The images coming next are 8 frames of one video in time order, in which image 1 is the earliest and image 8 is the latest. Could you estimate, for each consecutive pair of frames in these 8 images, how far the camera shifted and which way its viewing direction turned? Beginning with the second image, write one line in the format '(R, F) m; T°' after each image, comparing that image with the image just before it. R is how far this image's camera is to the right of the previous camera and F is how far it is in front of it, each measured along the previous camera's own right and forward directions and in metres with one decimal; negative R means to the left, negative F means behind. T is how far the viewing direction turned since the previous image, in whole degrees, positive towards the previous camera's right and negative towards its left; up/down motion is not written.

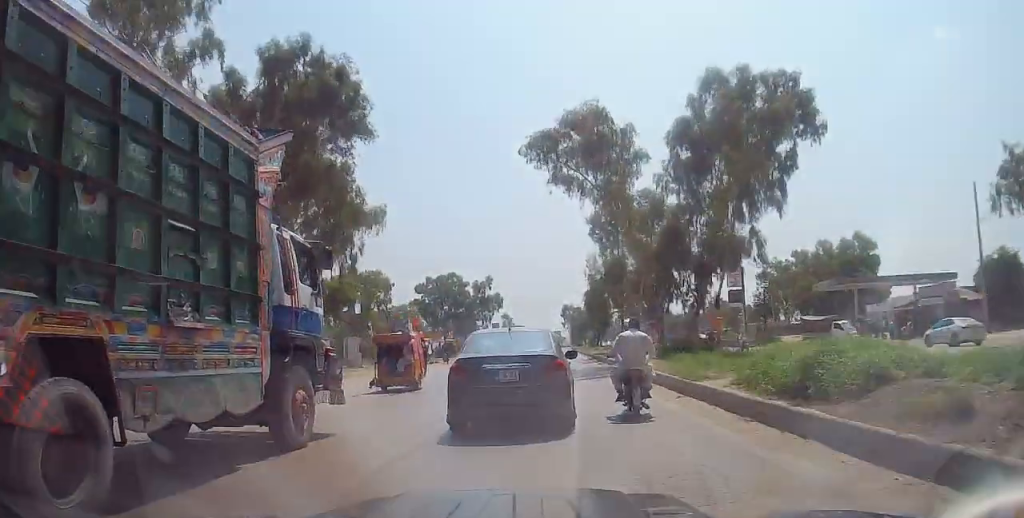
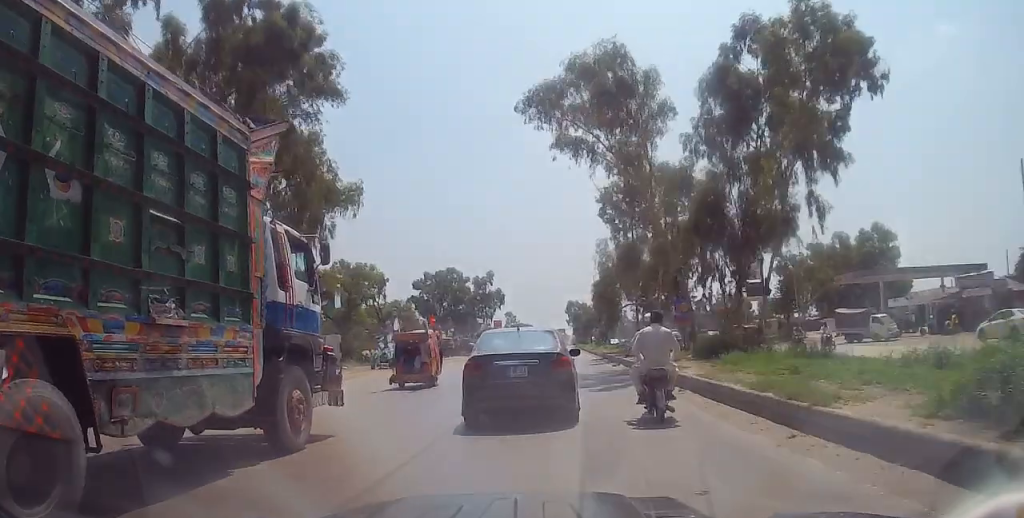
(-0.2, +5.8) m; -1°
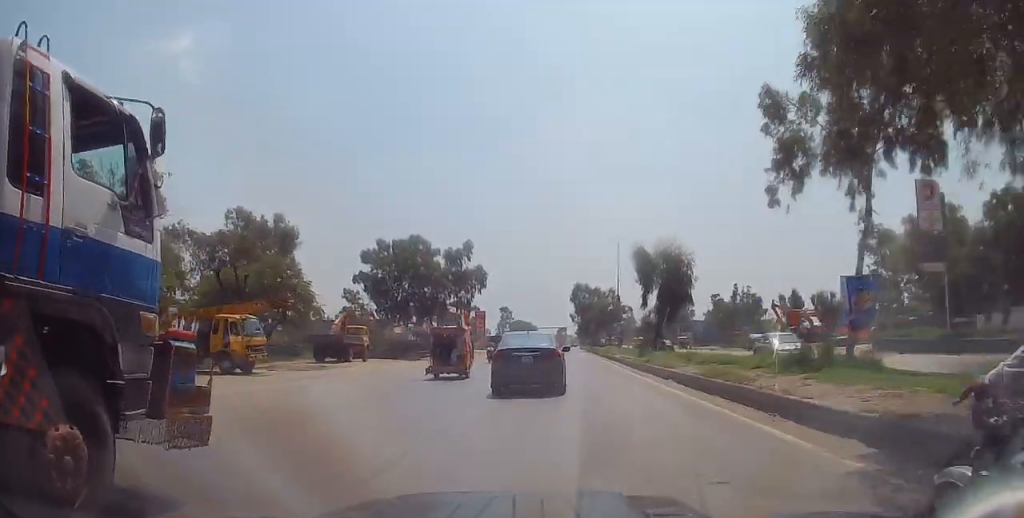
(0.0, +35.1) m; 0°
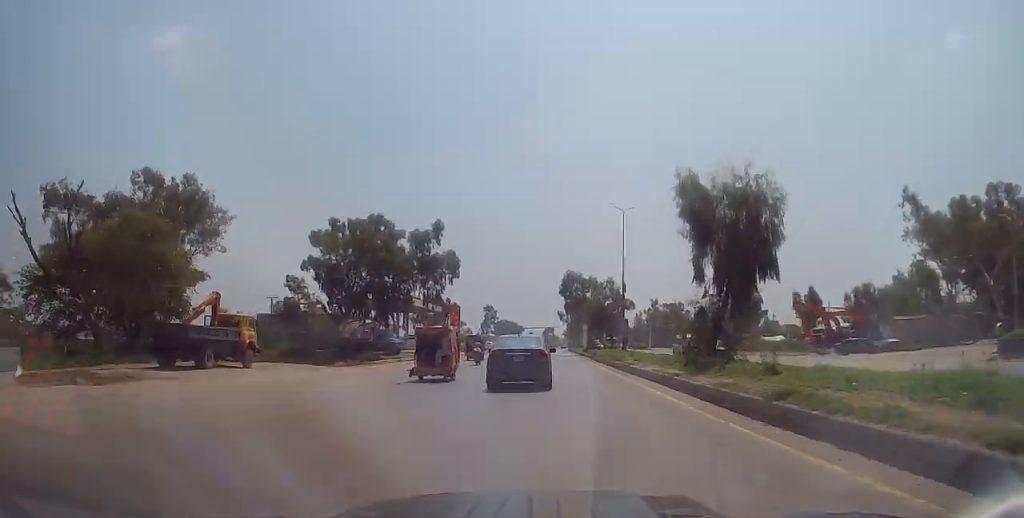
(-0.3, +14.9) m; +1°
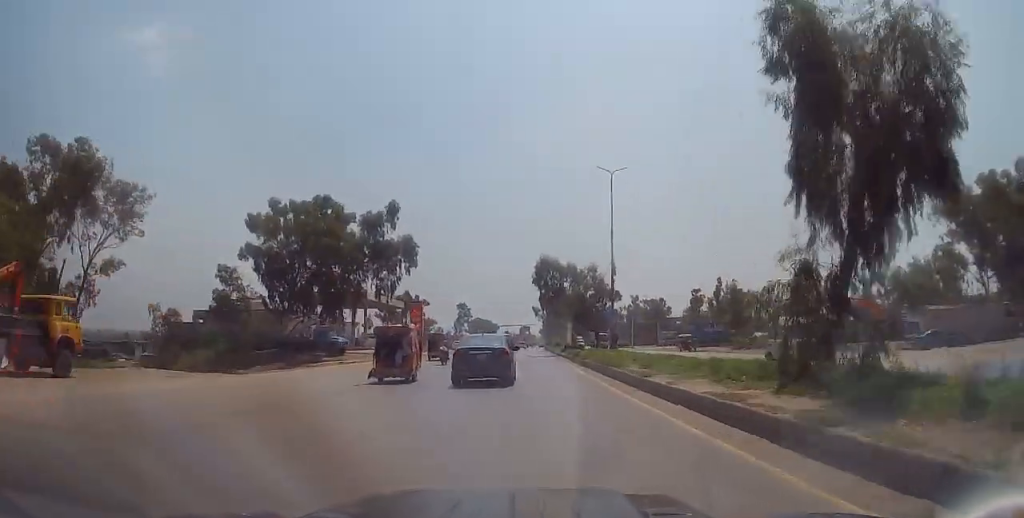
(+0.4, +10.4) m; +1°
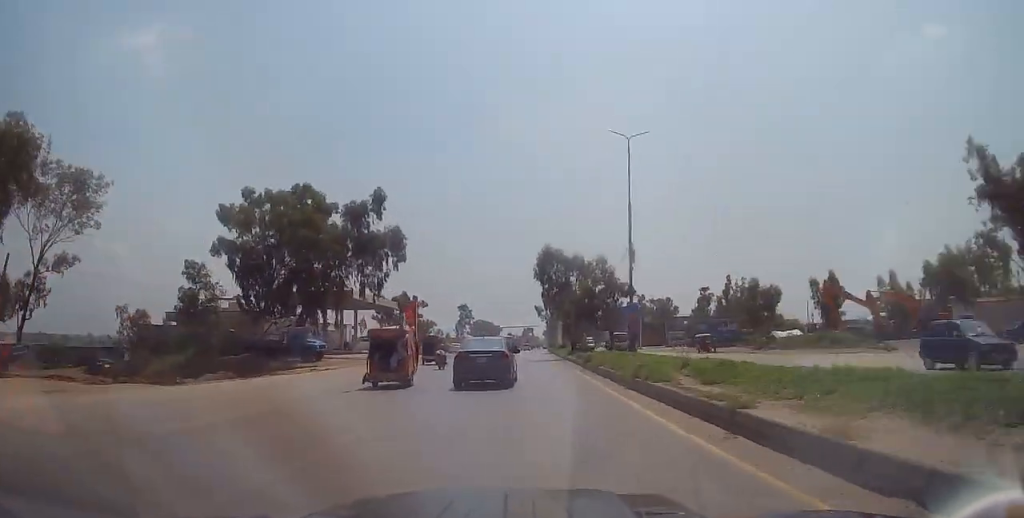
(+0.3, +6.7) m; +1°
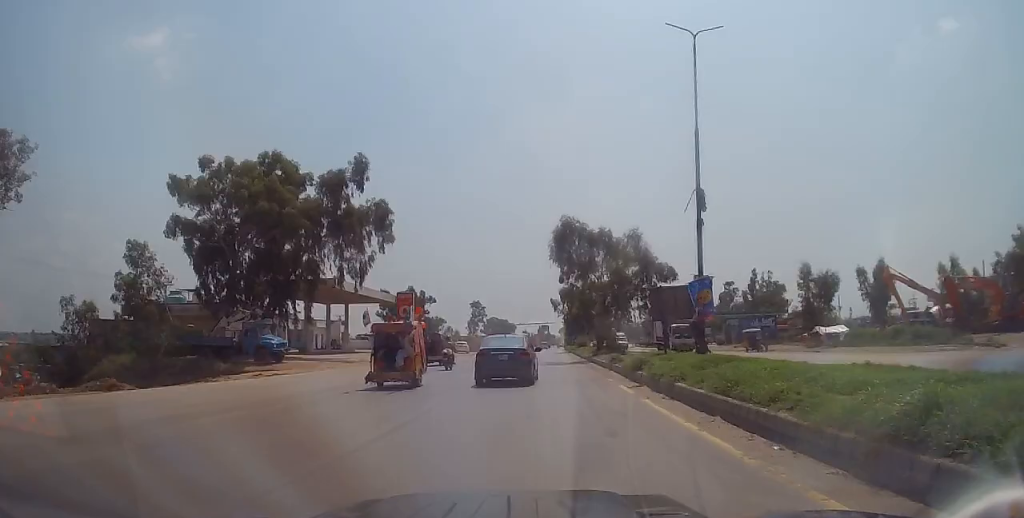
(-0.3, +11.1) m; -1°
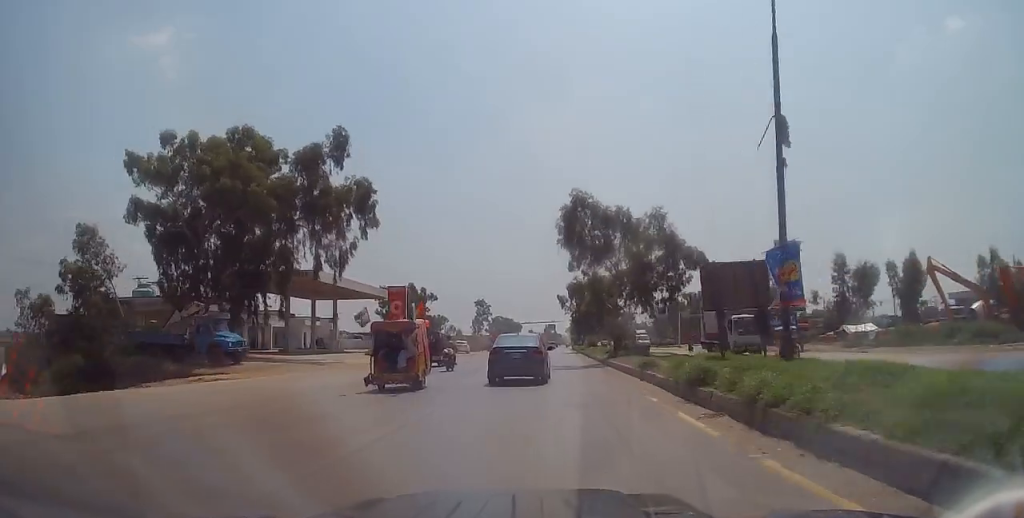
(0.0, +6.6) m; -1°
